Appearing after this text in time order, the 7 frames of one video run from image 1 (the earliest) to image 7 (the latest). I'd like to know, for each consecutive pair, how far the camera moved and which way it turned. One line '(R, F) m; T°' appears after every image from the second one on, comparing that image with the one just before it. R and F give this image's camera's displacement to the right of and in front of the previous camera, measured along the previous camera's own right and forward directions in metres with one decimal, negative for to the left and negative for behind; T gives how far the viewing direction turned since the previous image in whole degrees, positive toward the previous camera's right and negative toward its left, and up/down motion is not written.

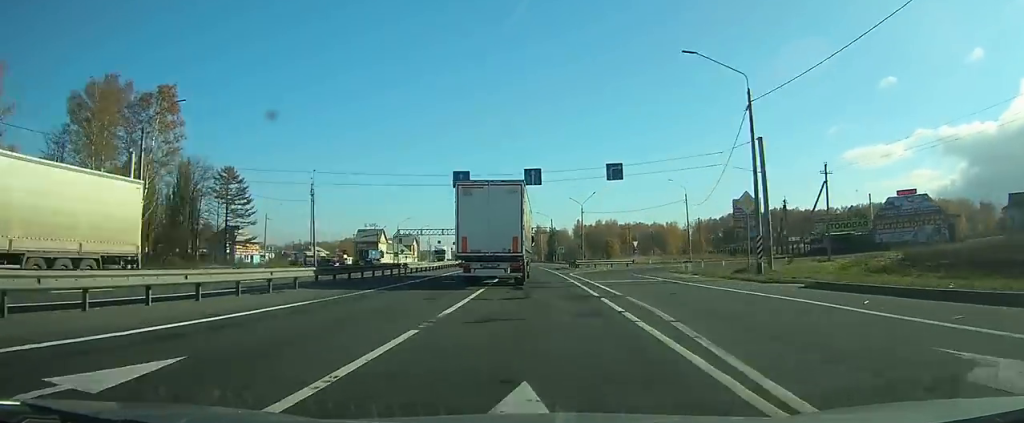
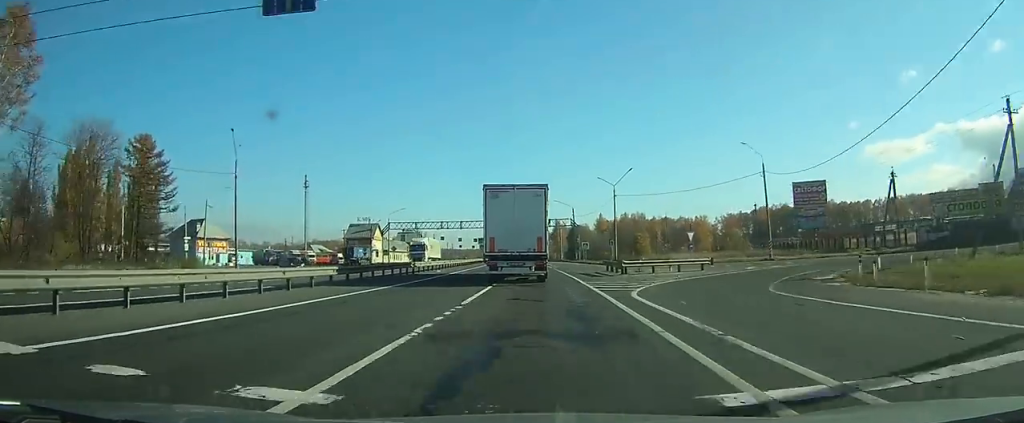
(-0.2, +24.5) m; -2°
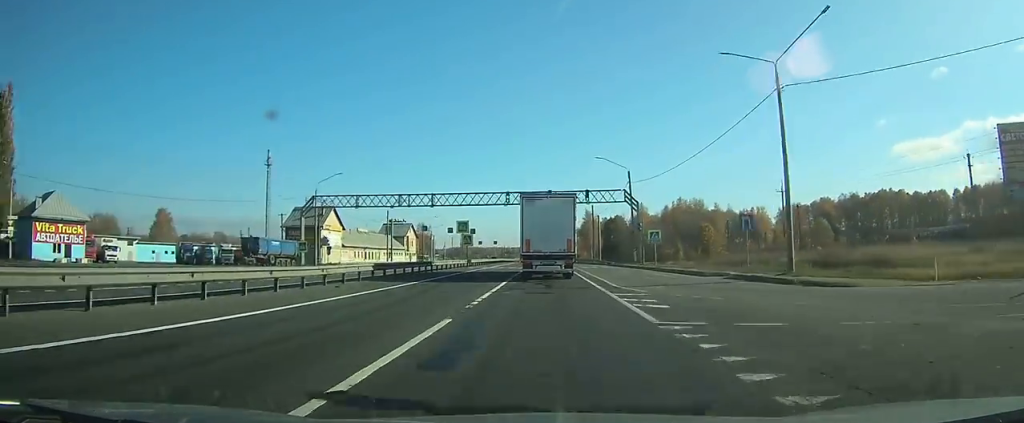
(-1.5, +48.7) m; -3°
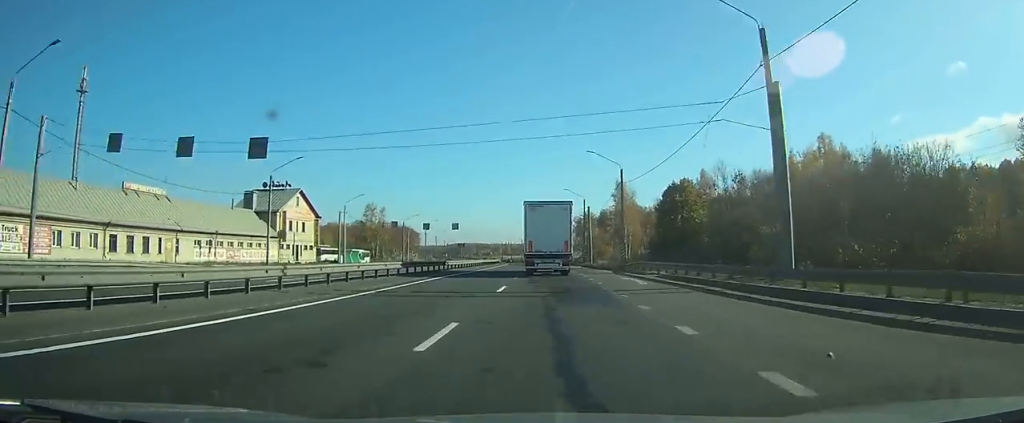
(-1.0, +73.8) m; -1°
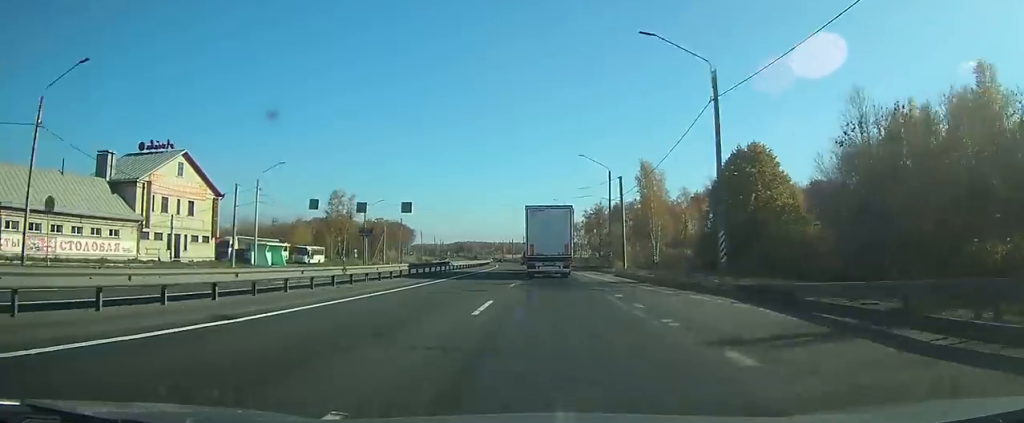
(-0.1, +30.5) m; -1°
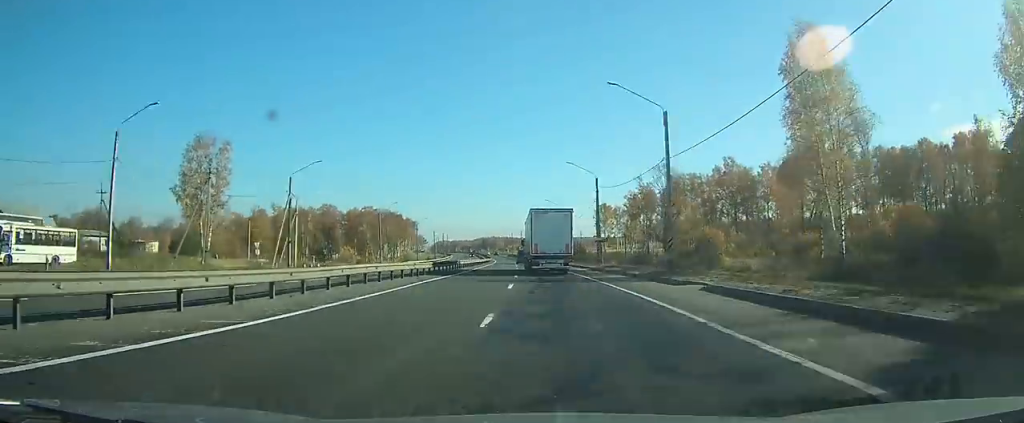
(-1.0, +64.8) m; -3°
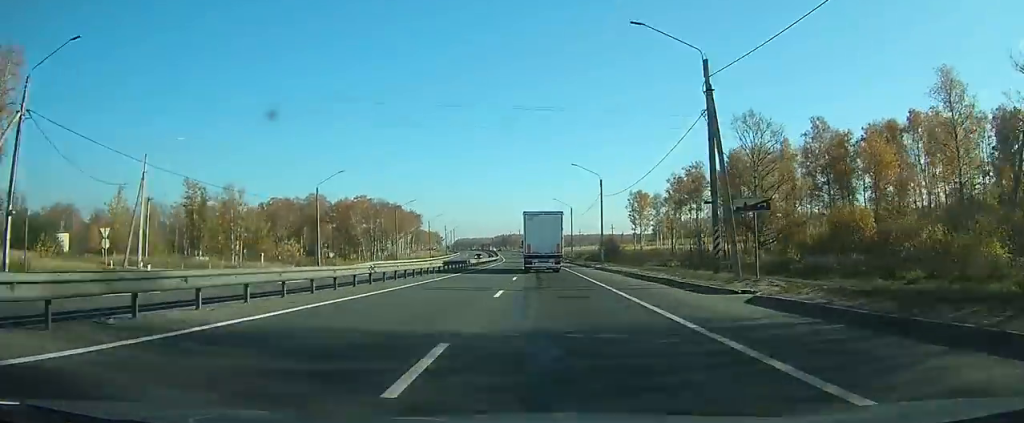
(-0.9, +37.0) m; -2°
